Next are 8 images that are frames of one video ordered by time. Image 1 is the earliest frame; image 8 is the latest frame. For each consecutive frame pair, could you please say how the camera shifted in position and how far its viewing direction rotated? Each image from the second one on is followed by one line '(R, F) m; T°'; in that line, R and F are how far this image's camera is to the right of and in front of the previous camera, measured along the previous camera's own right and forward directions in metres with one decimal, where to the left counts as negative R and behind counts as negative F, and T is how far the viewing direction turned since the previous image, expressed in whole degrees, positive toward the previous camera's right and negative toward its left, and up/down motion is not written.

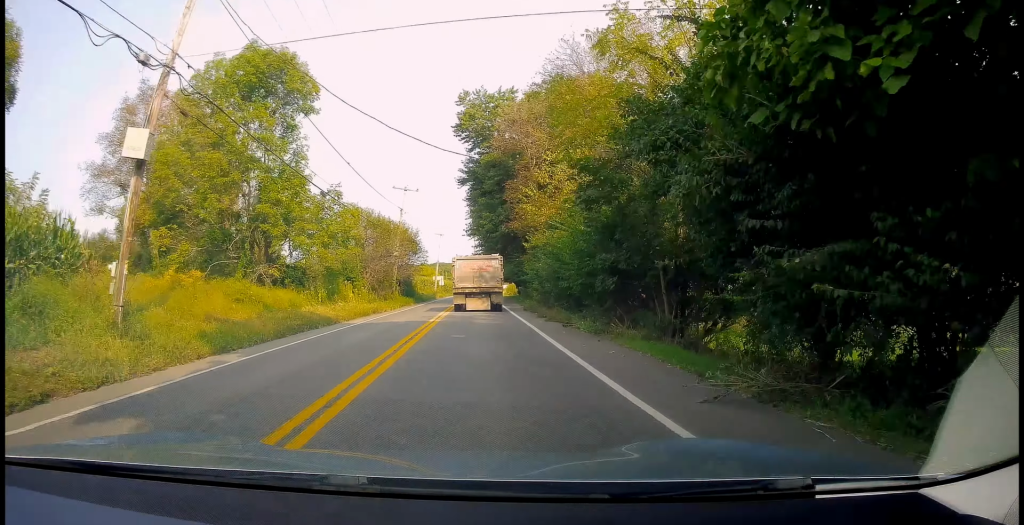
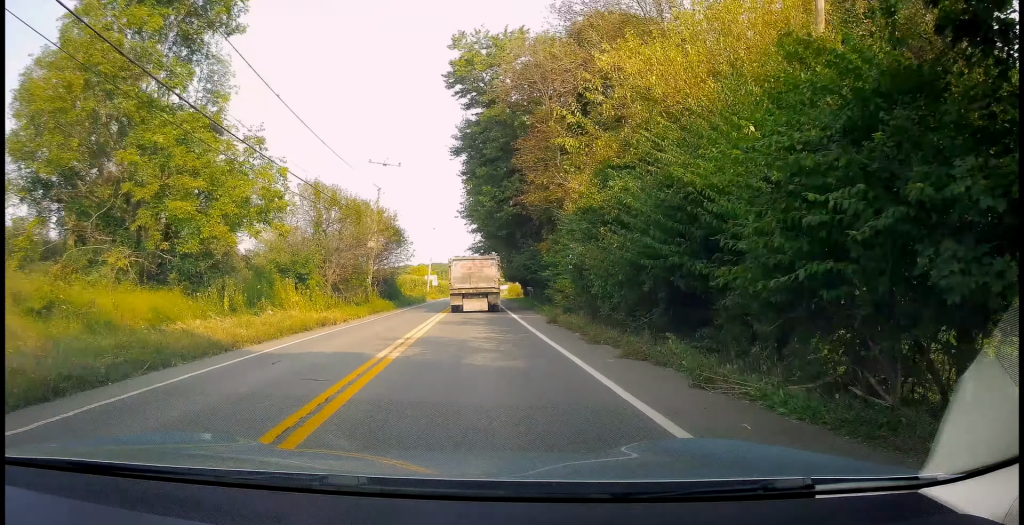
(+0.1, +11.4) m; 0°
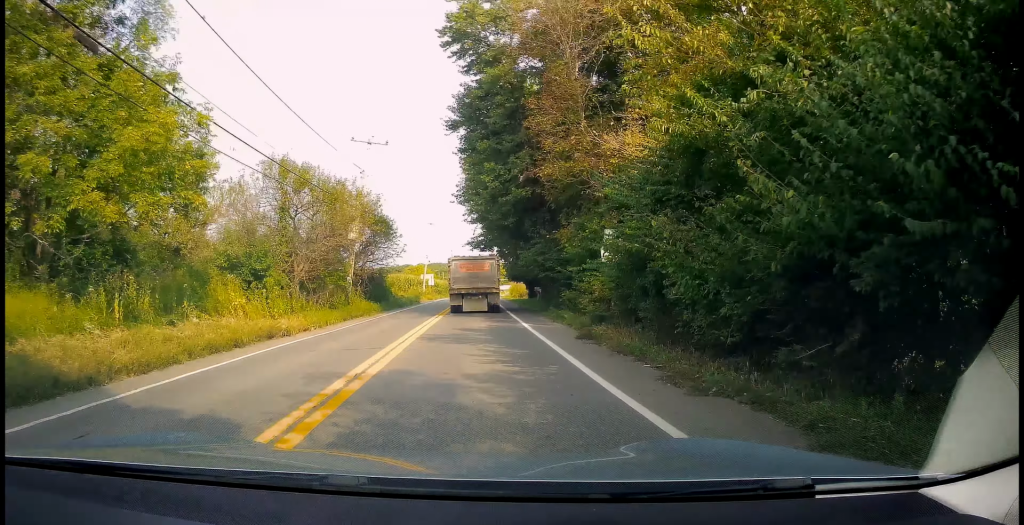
(-0.1, +6.3) m; -1°
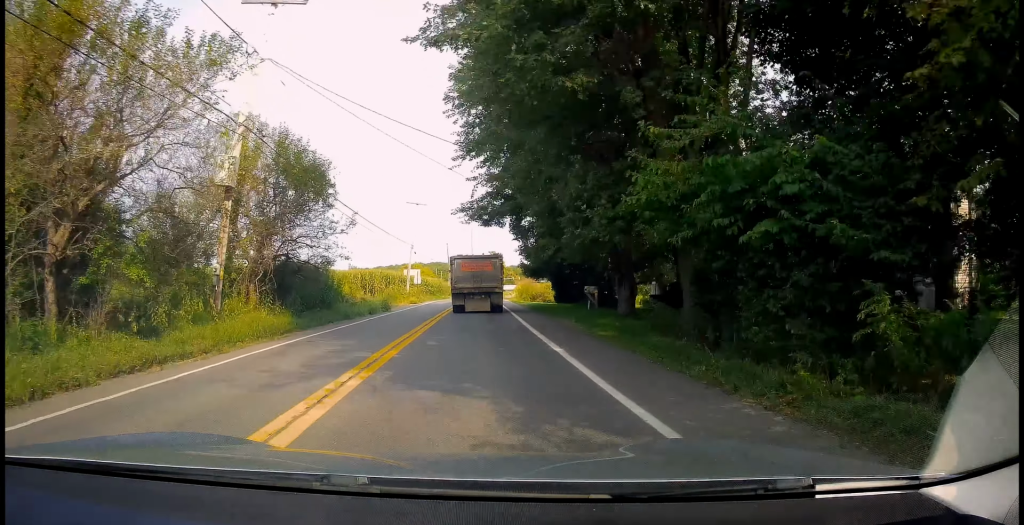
(-0.1, +19.0) m; 0°
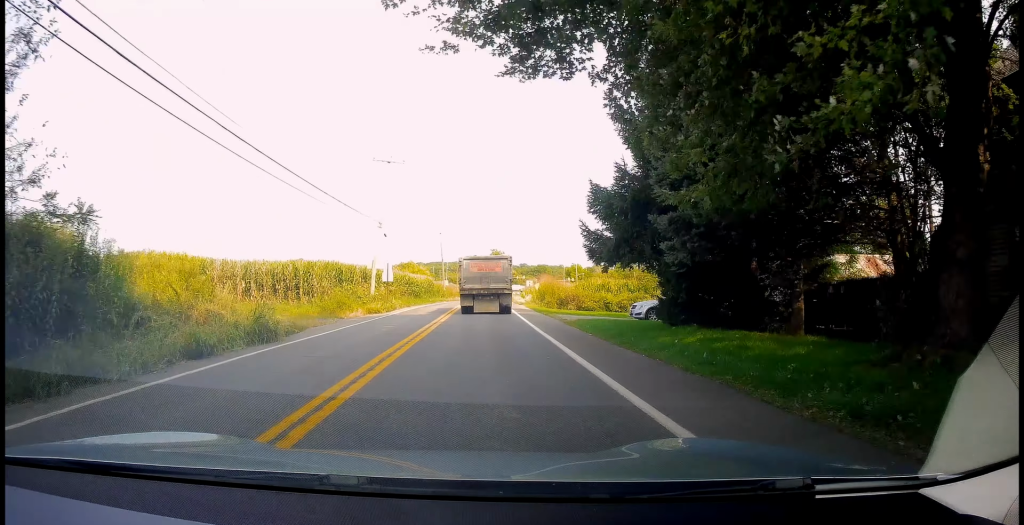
(+0.4, +21.2) m; +1°
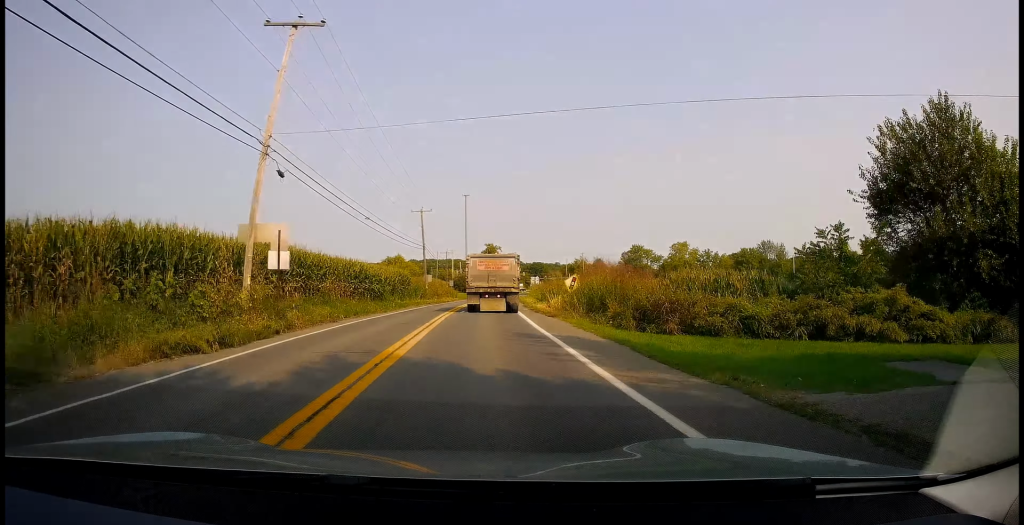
(0.0, +22.8) m; 0°
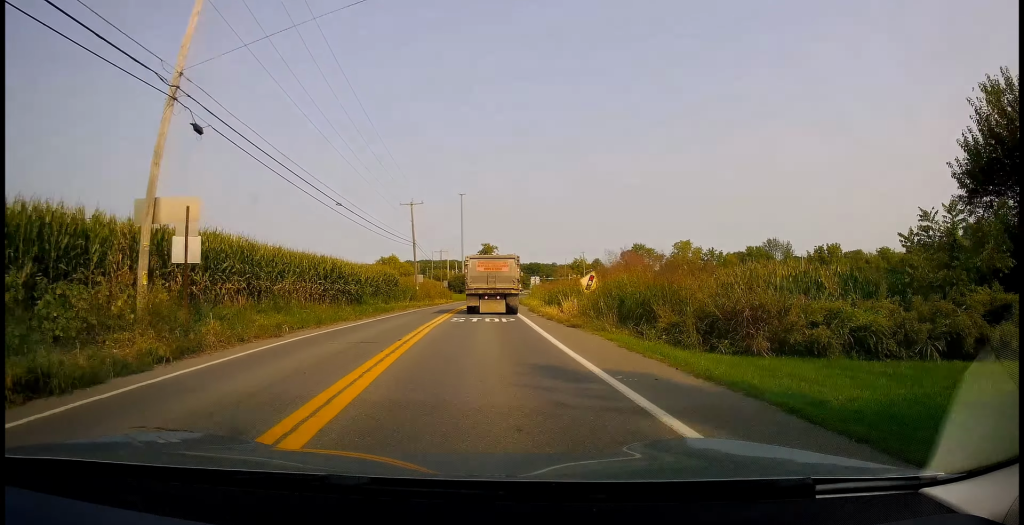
(+0.1, +6.7) m; 0°
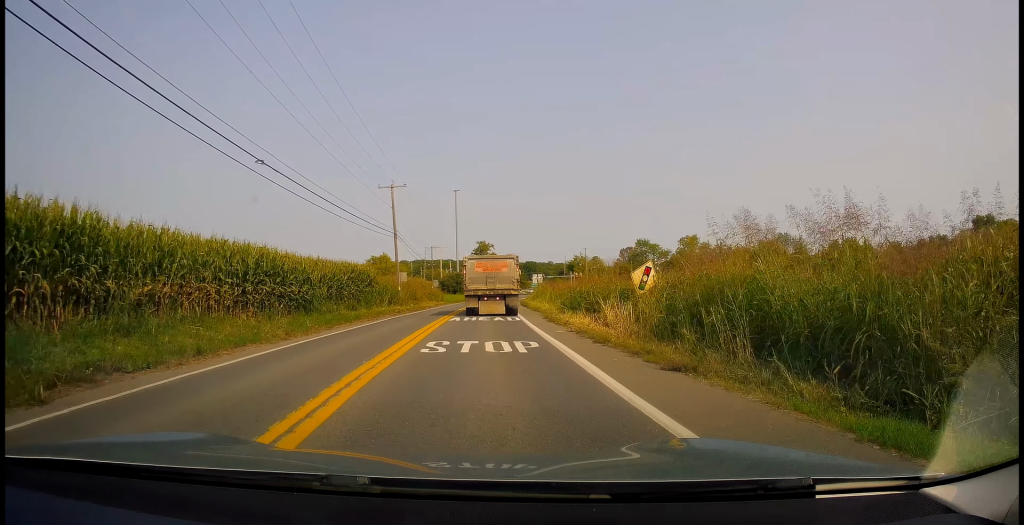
(-0.3, +10.6) m; +1°
